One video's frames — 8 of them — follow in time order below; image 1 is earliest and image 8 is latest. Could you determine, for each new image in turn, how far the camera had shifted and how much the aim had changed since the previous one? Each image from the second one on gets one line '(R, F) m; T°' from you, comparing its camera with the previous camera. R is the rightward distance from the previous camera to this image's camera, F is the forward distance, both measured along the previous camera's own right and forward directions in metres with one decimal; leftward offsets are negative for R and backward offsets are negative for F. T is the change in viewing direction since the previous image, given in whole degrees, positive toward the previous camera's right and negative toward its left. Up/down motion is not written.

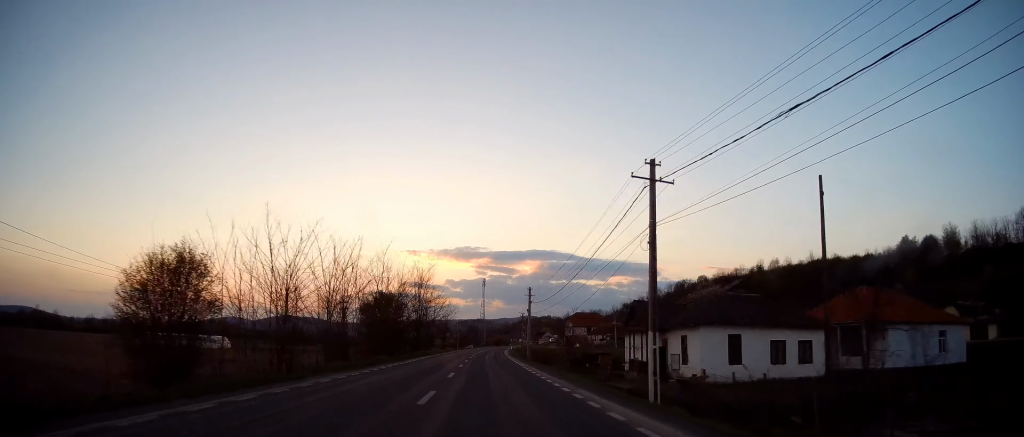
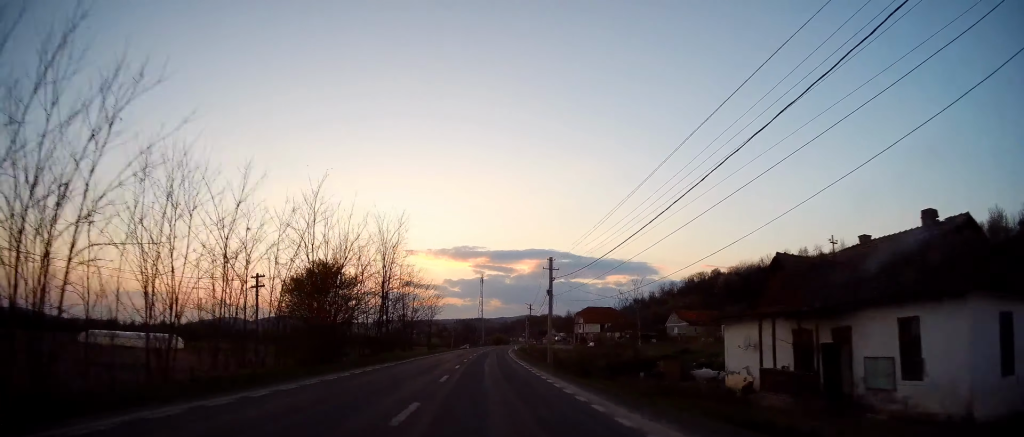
(+0.3, +20.6) m; 0°
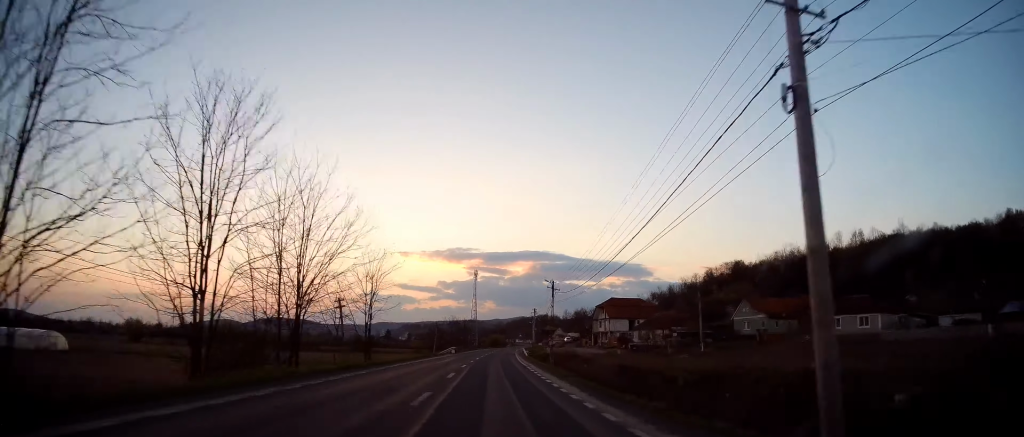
(-0.2, +33.0) m; 0°
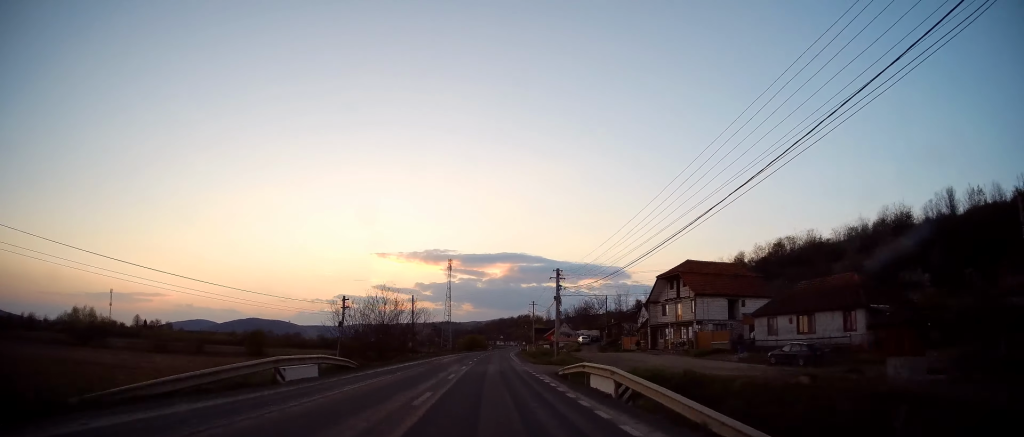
(+1.5, +53.4) m; +2°
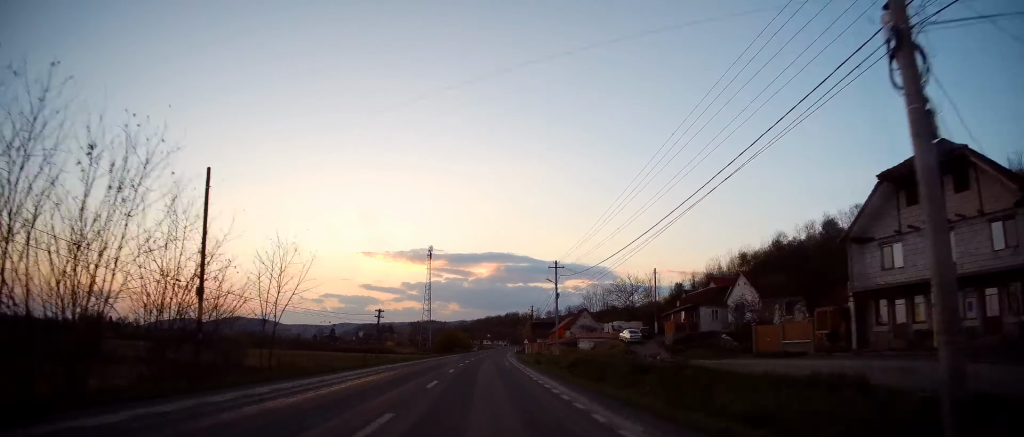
(+0.3, +39.6) m; +1°
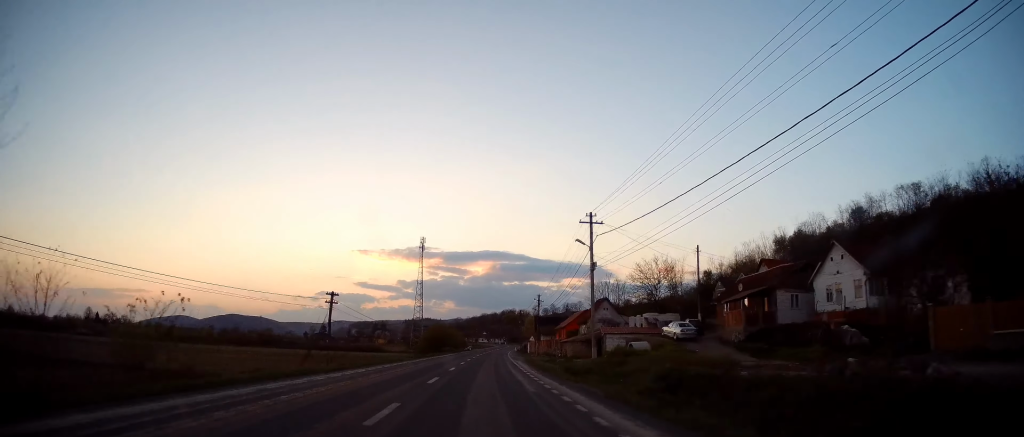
(+0.2, +16.1) m; +1°
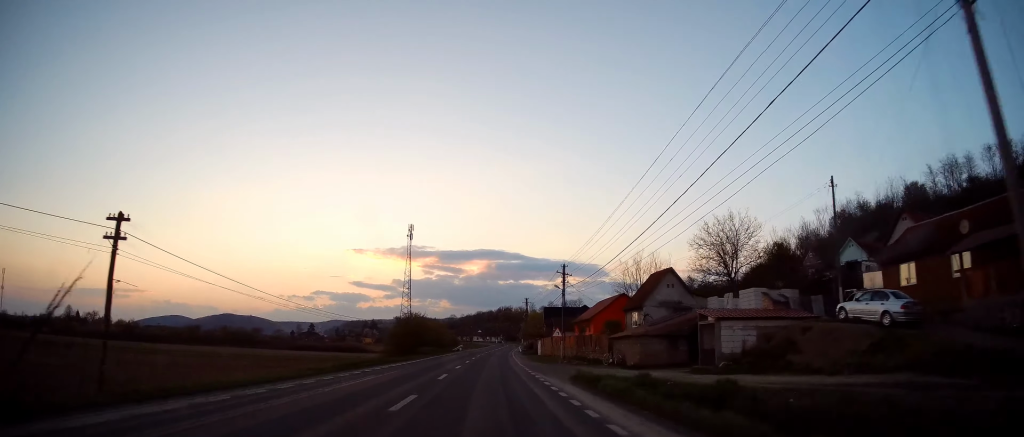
(+0.1, +24.6) m; +1°
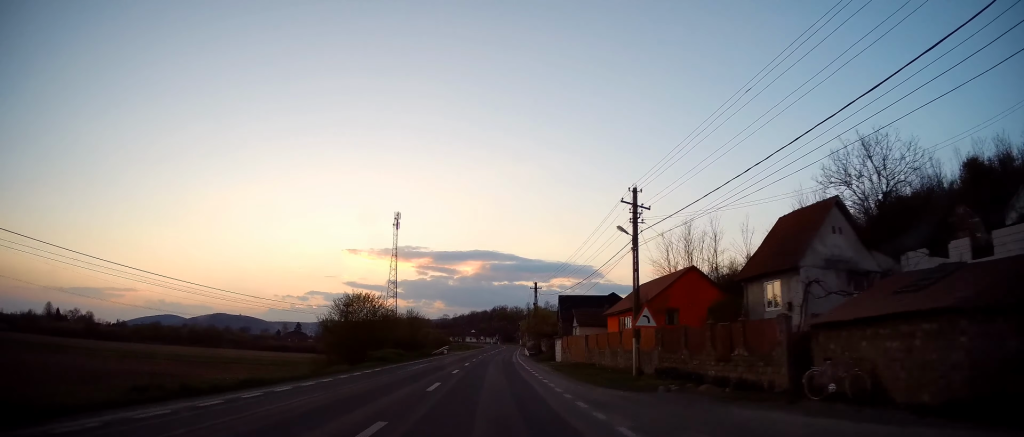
(+0.2, +21.8) m; +1°
